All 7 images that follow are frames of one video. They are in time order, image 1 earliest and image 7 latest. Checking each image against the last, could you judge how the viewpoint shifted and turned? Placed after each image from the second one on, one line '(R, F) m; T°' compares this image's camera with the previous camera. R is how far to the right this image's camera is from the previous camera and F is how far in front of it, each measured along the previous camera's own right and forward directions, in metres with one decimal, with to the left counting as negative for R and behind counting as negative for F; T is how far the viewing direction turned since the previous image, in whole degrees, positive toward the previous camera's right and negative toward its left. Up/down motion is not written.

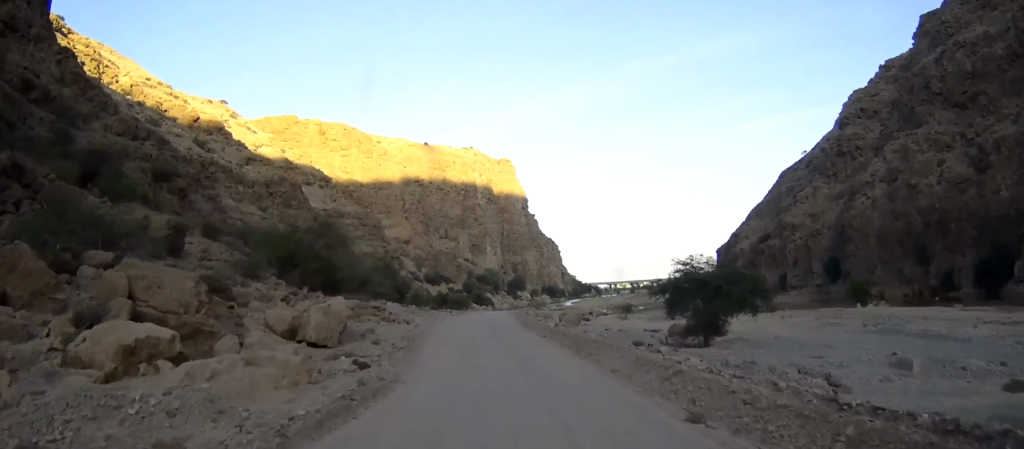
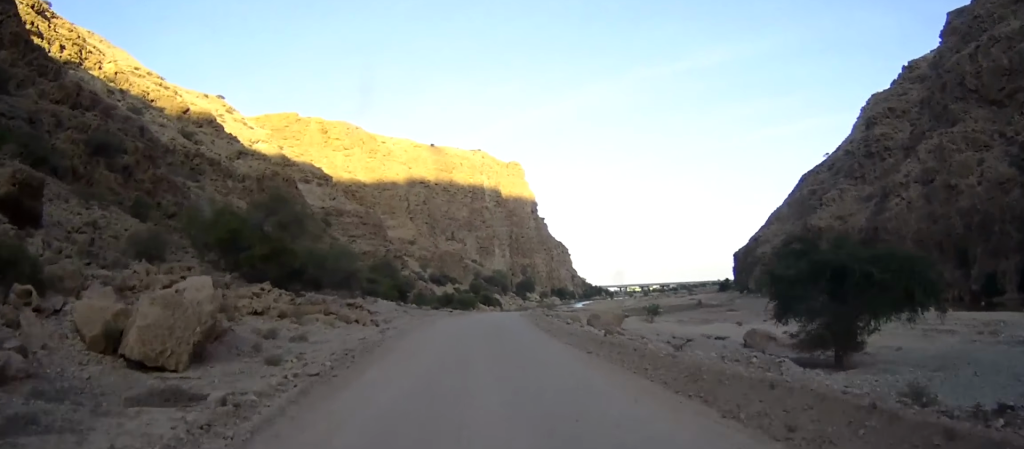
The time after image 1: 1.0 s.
(-0.1, +15.0) m; -1°
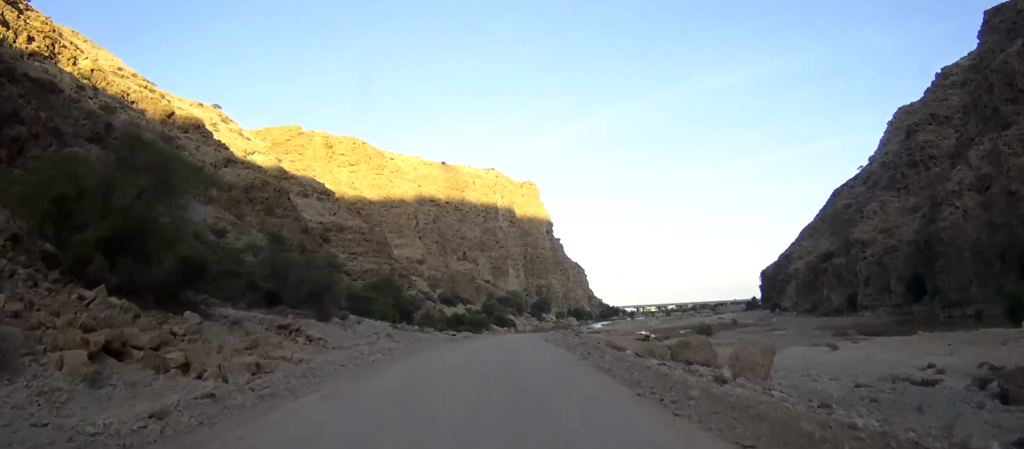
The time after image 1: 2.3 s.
(-0.1, +20.6) m; -1°
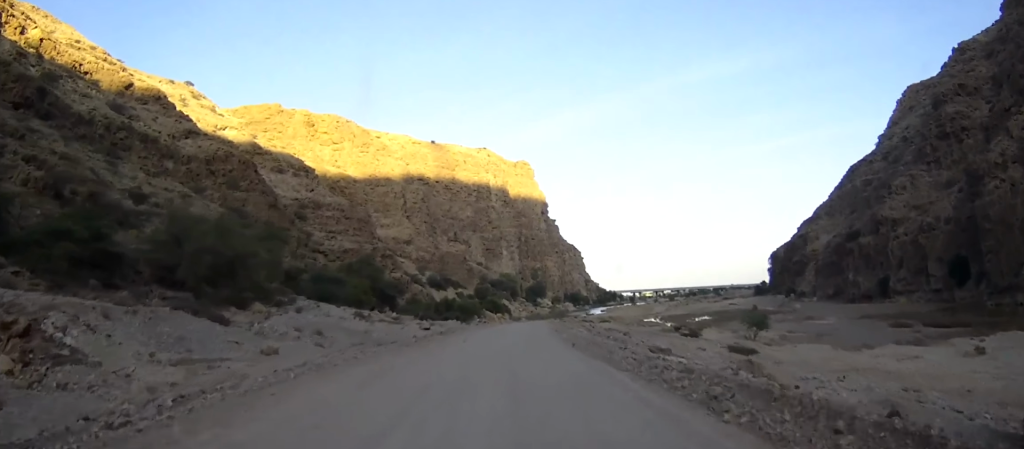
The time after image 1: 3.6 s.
(-0.1, +20.6) m; 0°
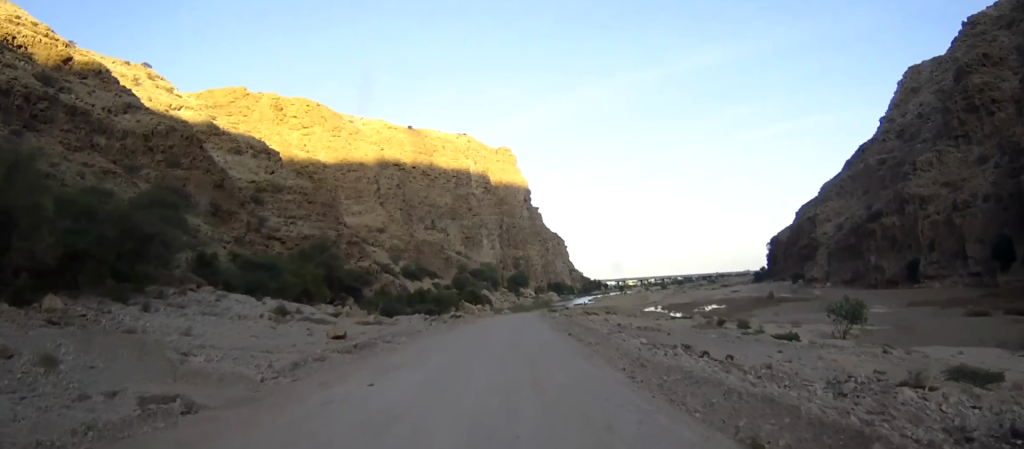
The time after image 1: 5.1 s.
(+0.3, +23.0) m; +2°
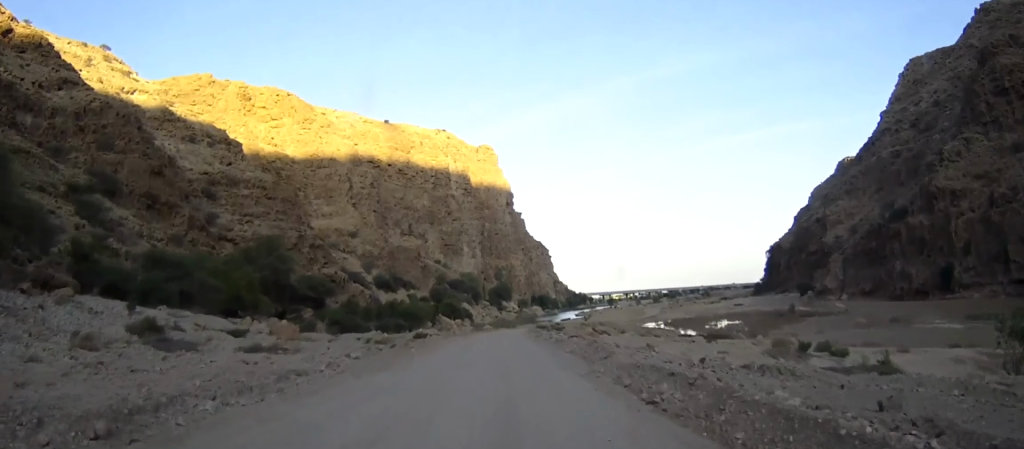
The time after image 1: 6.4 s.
(+0.2, +20.0) m; +1°
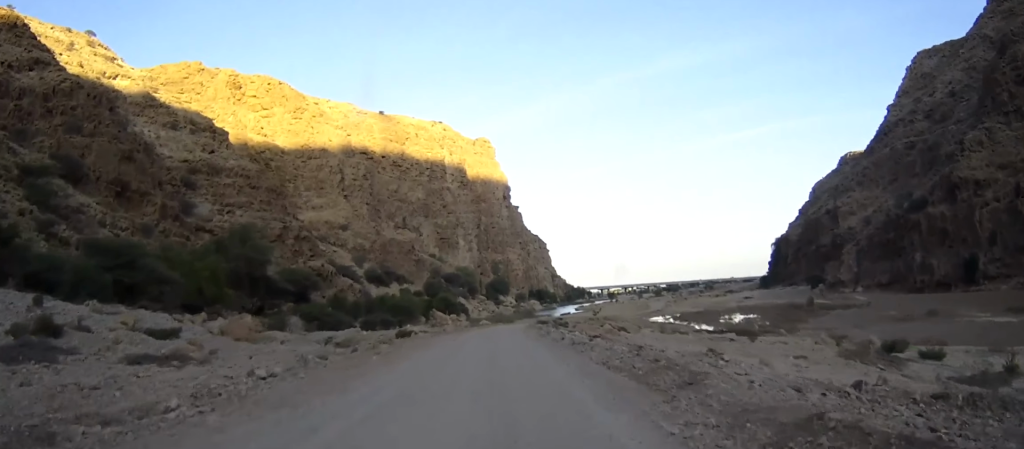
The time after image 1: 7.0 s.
(+0.1, +9.7) m; 0°
